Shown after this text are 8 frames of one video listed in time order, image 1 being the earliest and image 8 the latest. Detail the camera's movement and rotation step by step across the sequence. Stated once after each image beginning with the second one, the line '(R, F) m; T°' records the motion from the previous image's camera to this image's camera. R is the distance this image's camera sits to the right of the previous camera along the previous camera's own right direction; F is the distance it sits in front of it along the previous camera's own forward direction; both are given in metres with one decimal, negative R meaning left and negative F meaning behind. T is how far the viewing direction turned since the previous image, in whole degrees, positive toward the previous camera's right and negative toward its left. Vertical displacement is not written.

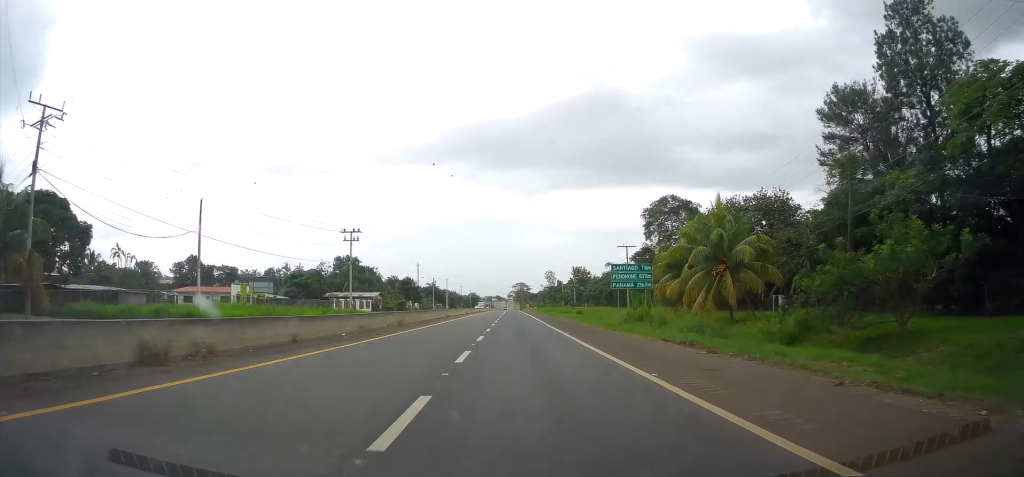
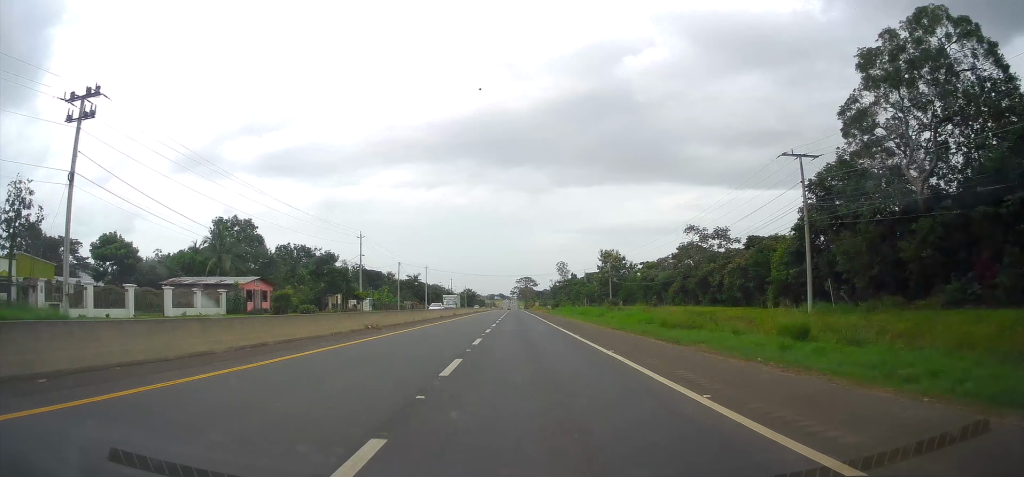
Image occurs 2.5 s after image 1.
(-0.1, +59.9) m; 0°
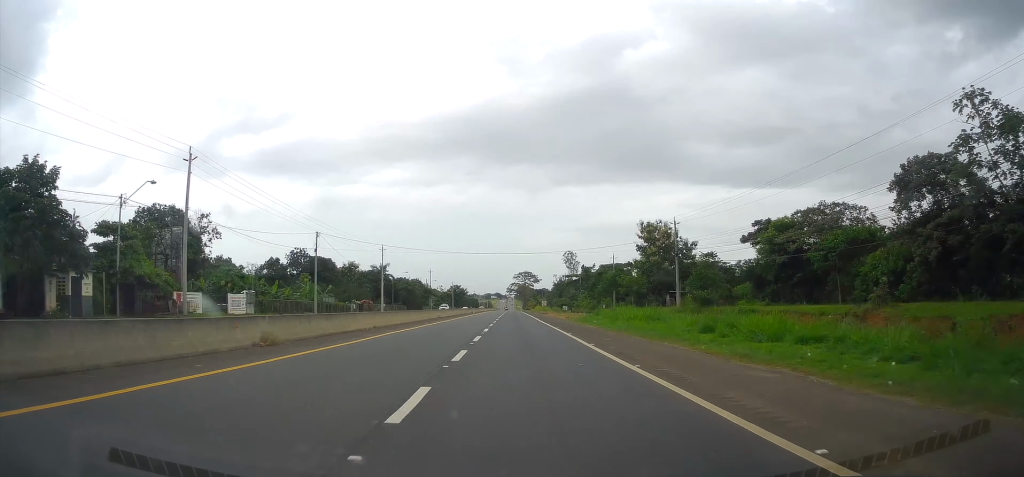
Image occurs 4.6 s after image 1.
(+0.4, +50.3) m; 0°
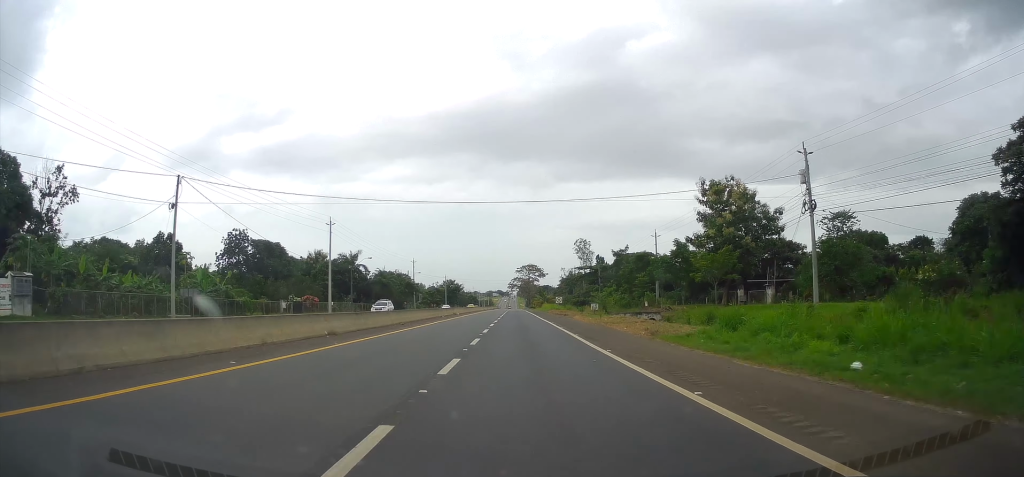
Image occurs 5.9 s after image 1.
(0.0, +32.3) m; 0°
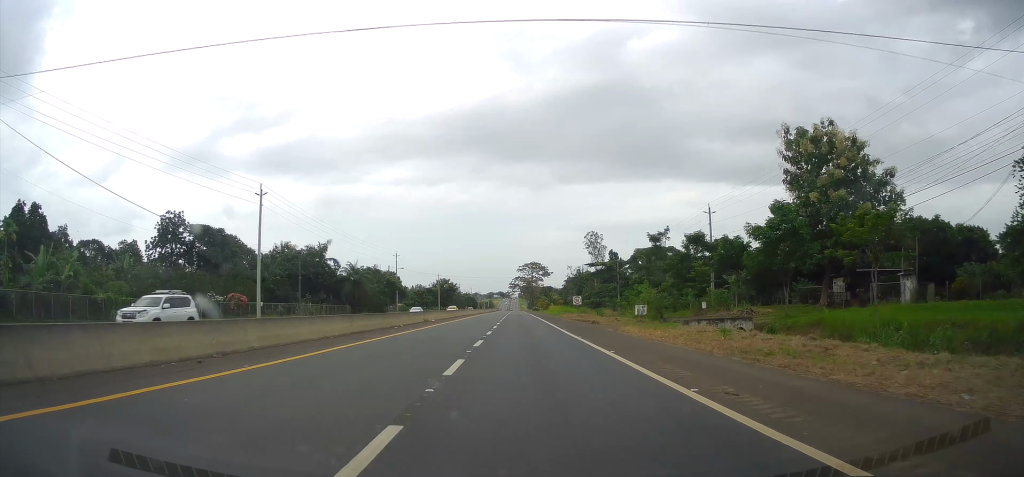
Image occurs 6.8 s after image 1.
(0.0, +22.3) m; 0°
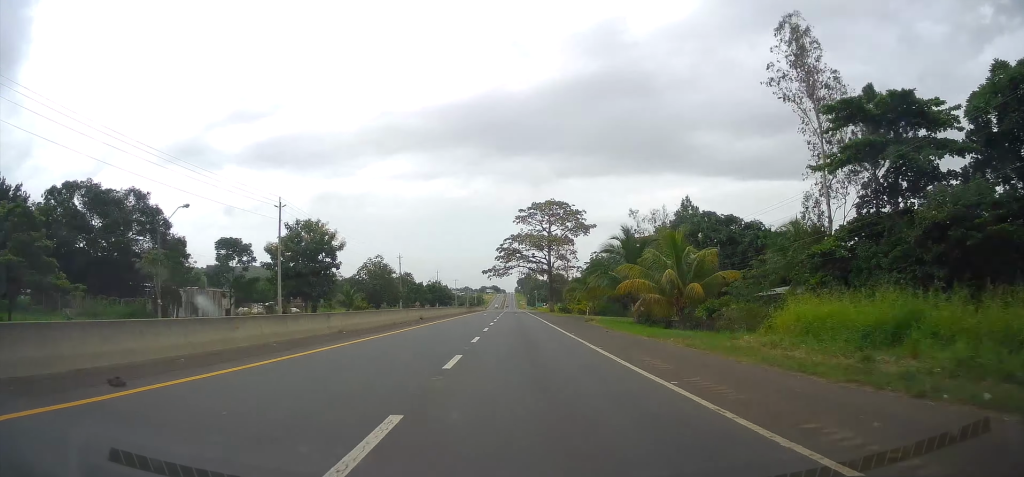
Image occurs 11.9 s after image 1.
(-0.1, +124.9) m; 0°
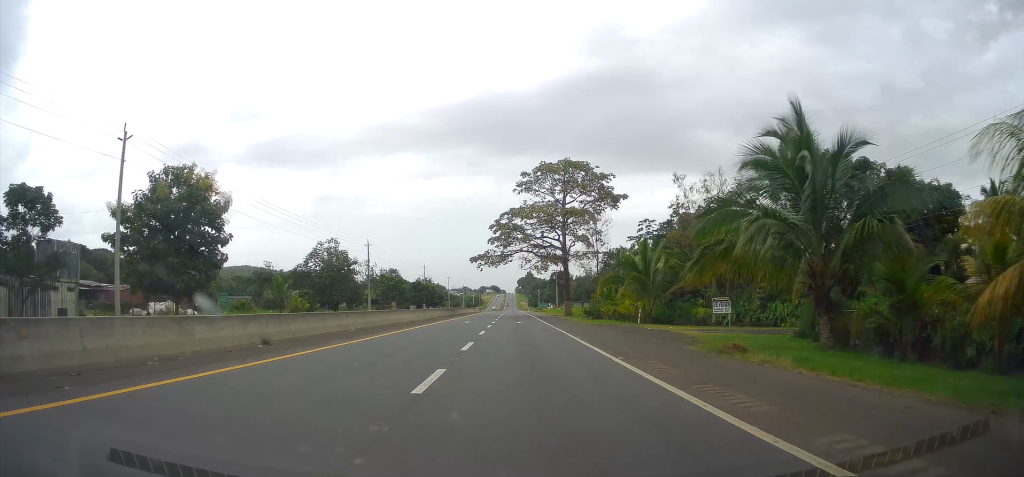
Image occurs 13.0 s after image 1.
(+0.1, +27.1) m; 0°
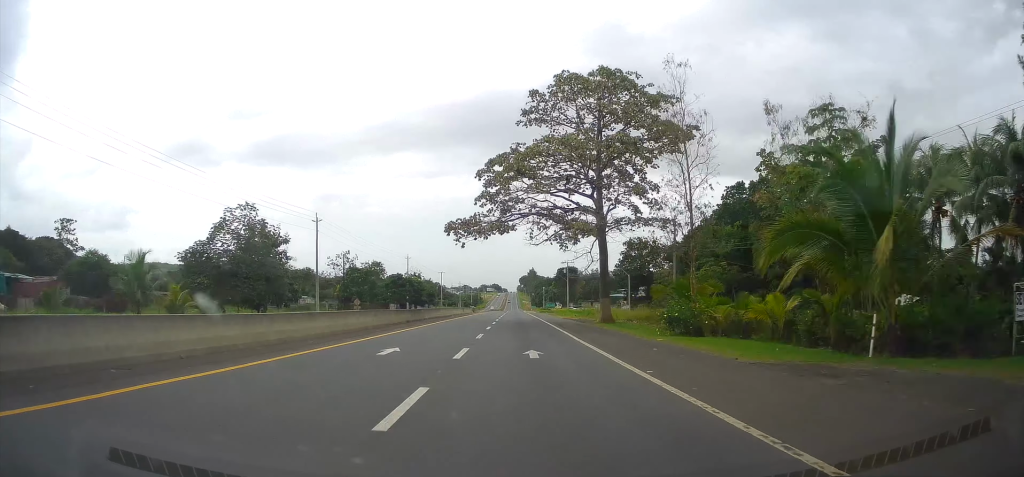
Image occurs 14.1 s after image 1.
(-0.2, +27.5) m; 0°
